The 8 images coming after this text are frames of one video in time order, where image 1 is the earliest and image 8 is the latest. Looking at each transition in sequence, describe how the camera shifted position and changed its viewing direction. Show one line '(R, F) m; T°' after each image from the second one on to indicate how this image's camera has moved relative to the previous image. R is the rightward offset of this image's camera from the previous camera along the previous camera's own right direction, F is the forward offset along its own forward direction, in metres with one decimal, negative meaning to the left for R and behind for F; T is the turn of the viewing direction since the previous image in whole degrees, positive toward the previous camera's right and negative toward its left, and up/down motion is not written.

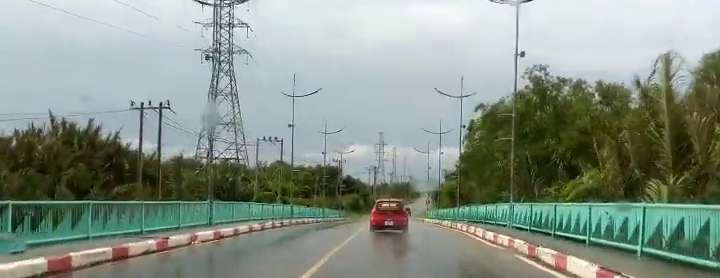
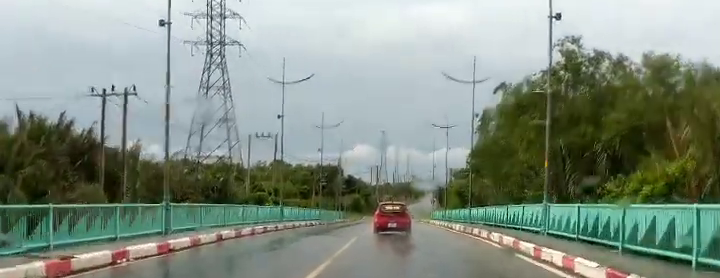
(+0.1, +6.5) m; -1°
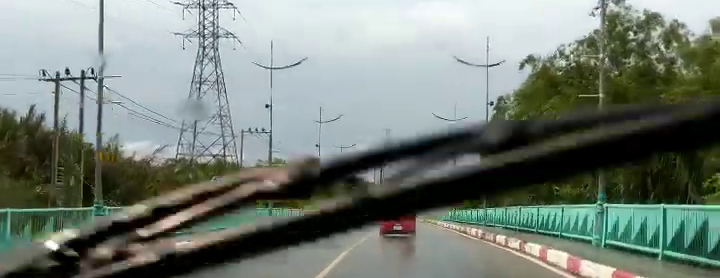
(-0.3, +6.1) m; 0°
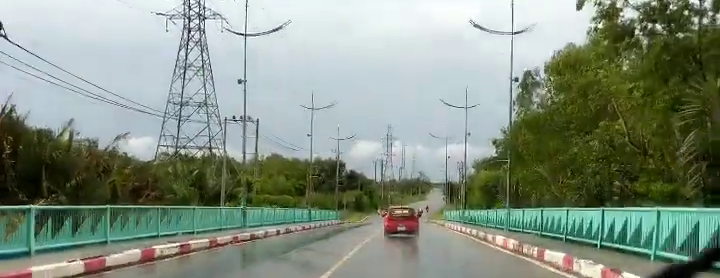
(-0.1, +8.1) m; 0°
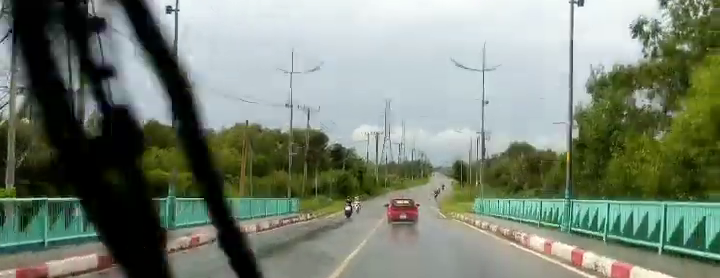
(-0.8, +36.0) m; 0°
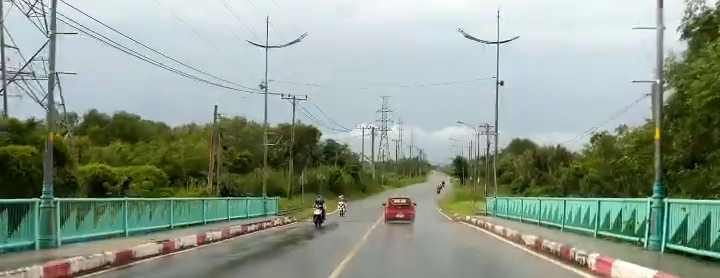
(+0.3, +8.2) m; +1°
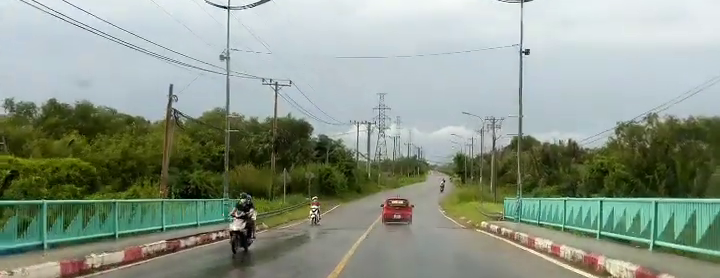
(-0.1, +8.4) m; 0°
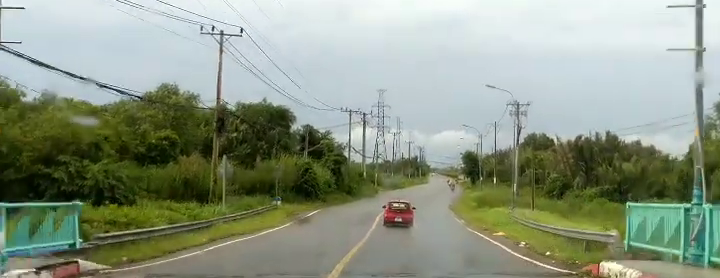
(+0.1, +18.5) m; 0°
